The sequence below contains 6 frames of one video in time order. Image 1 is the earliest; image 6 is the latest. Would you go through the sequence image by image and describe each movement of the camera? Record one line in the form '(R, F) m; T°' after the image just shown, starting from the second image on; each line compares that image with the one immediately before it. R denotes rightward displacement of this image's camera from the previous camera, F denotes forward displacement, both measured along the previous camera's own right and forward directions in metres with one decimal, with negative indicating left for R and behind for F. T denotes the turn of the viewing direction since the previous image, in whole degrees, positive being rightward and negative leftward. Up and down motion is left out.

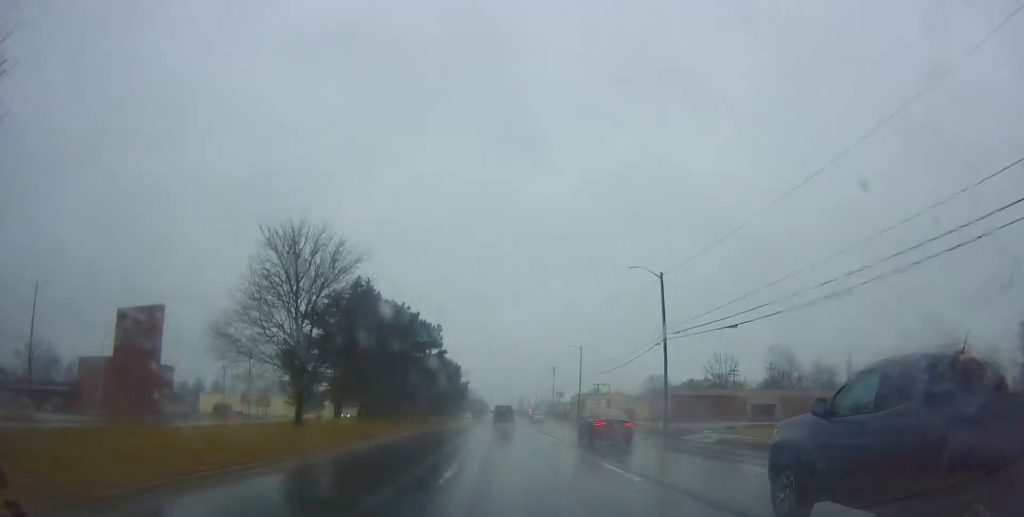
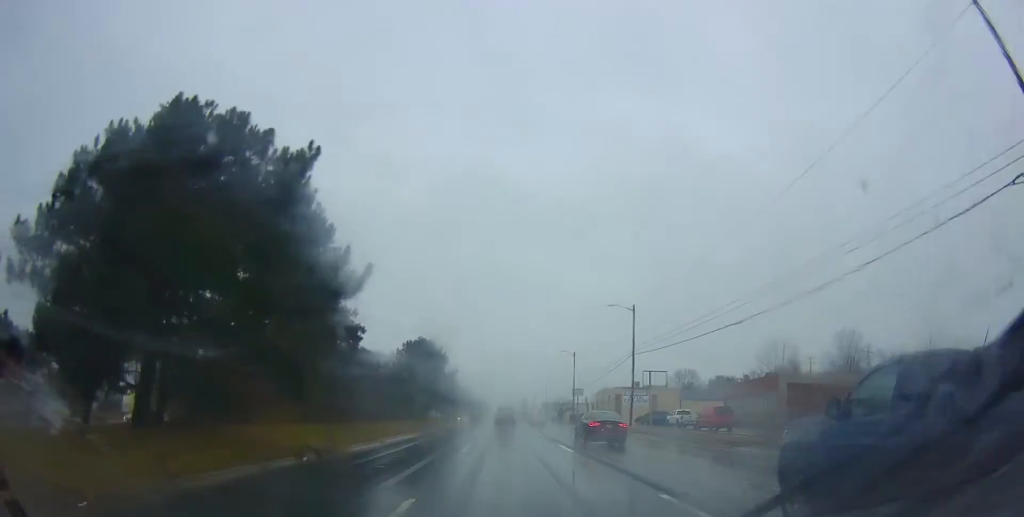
(-0.7, +36.6) m; +2°
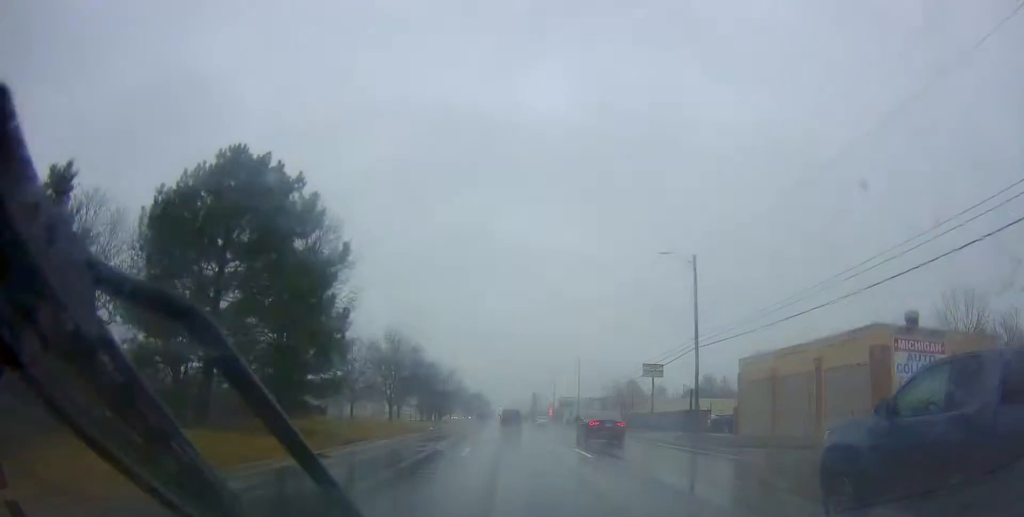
(-2.1, +64.0) m; -2°
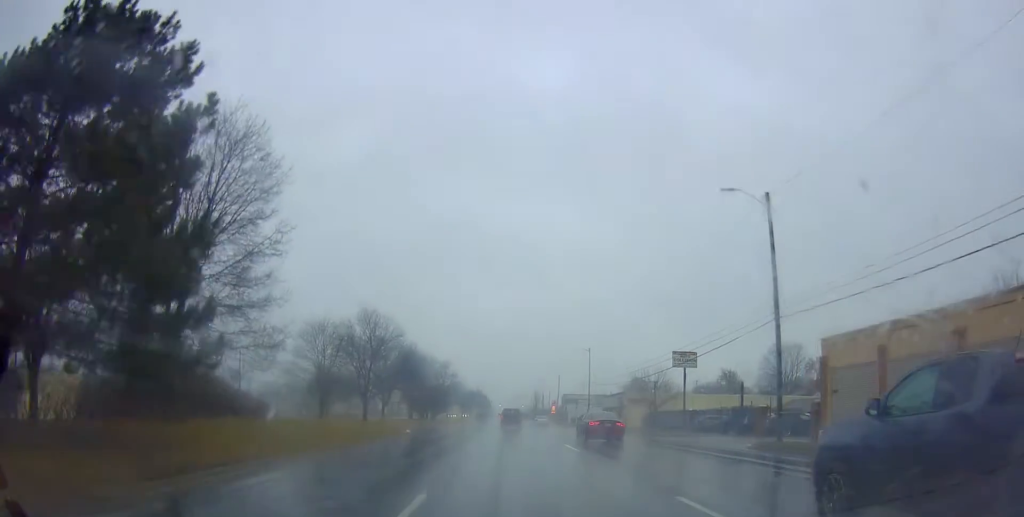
(-0.2, +12.3) m; +1°
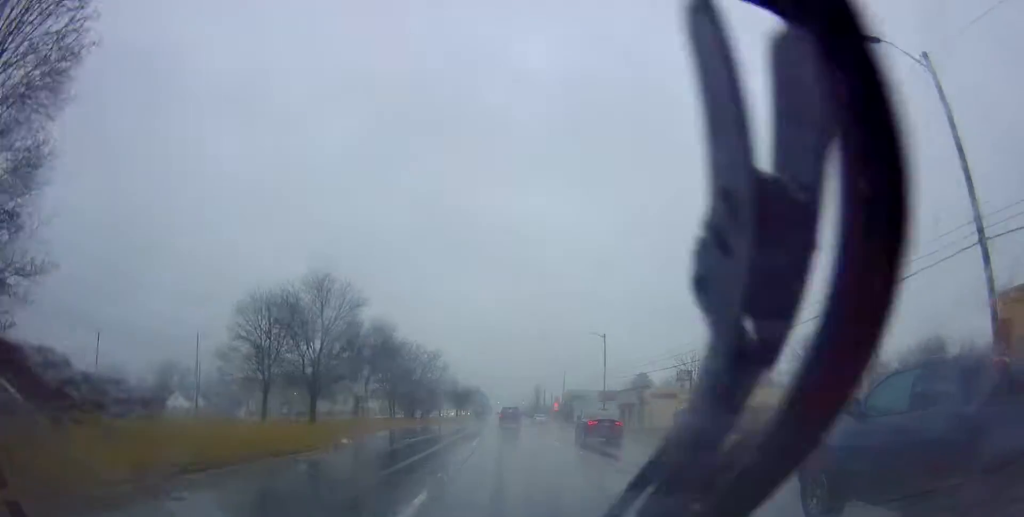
(+0.6, +14.9) m; -1°
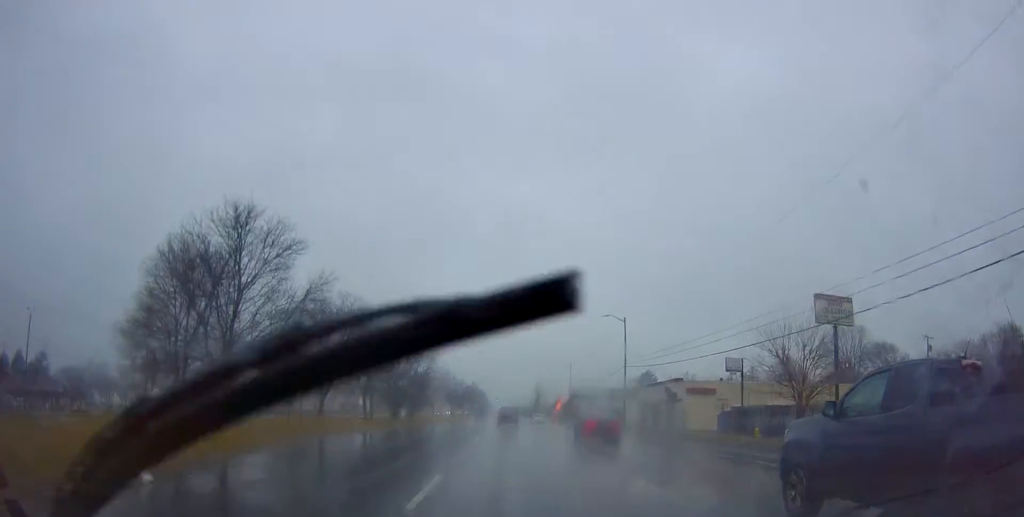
(-0.6, +13.5) m; 0°
